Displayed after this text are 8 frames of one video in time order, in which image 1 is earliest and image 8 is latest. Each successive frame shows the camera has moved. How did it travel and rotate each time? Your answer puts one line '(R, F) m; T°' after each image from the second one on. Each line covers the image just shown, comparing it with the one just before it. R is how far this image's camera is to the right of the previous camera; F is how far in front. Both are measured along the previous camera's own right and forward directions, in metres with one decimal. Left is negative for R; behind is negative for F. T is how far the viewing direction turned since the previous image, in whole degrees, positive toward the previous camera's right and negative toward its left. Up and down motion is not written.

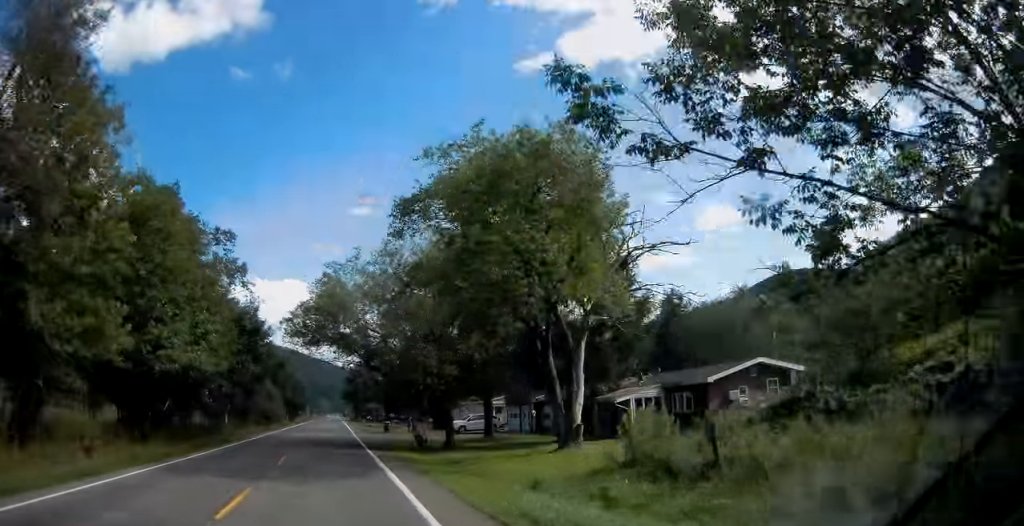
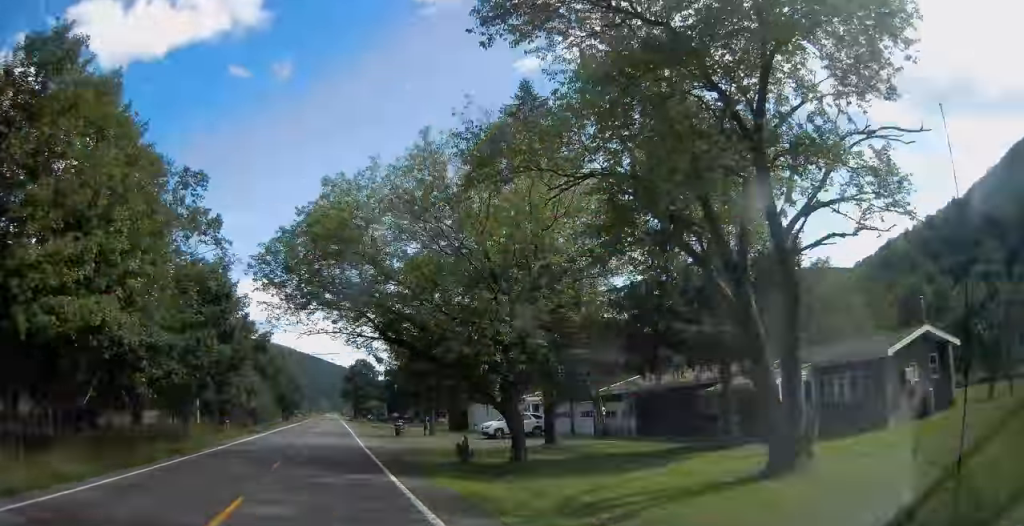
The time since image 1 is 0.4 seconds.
(+0.1, +11.4) m; 0°
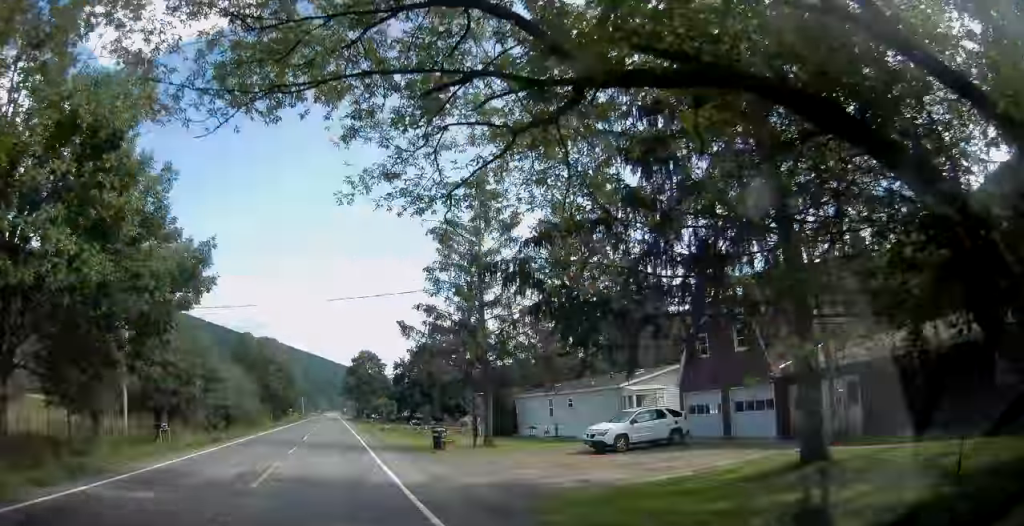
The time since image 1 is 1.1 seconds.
(0.0, +16.6) m; 0°
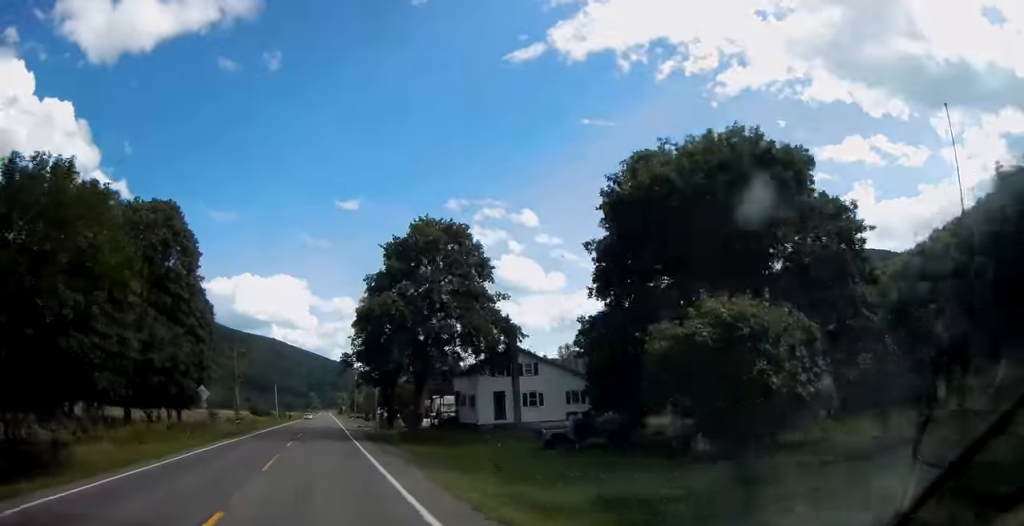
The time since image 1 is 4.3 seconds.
(+0.5, +84.0) m; +1°
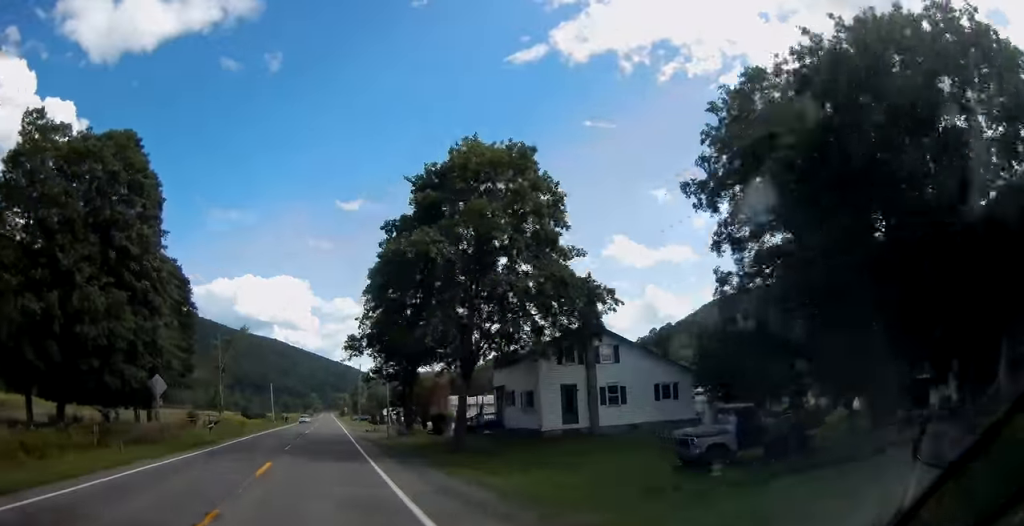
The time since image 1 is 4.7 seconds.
(-0.1, +12.2) m; 0°
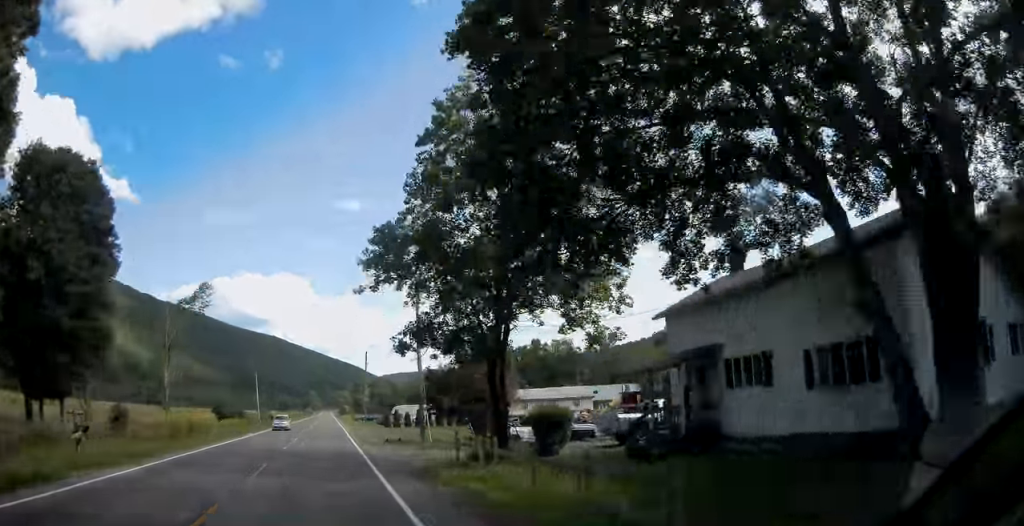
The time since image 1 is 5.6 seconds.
(0.0, +21.8) m; 0°
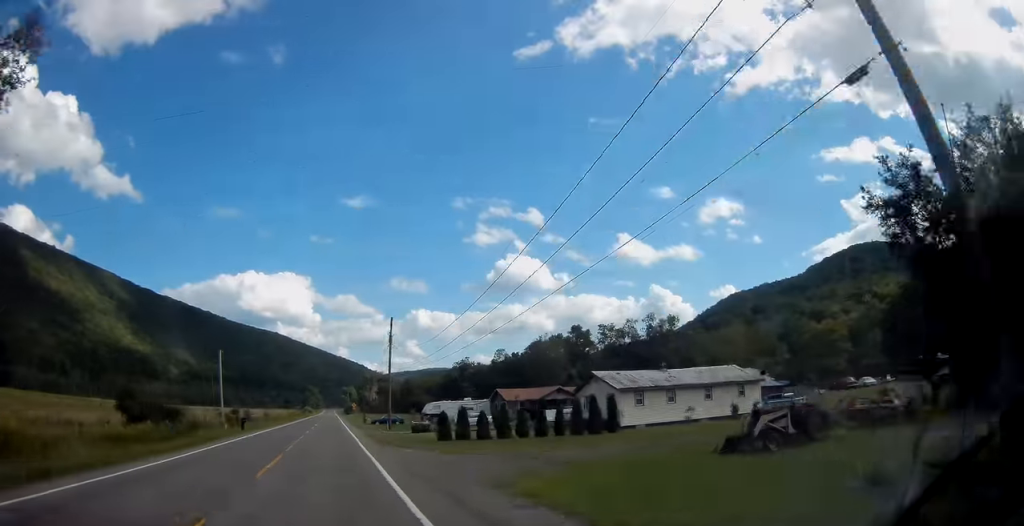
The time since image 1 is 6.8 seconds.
(0.0, +33.1) m; 0°
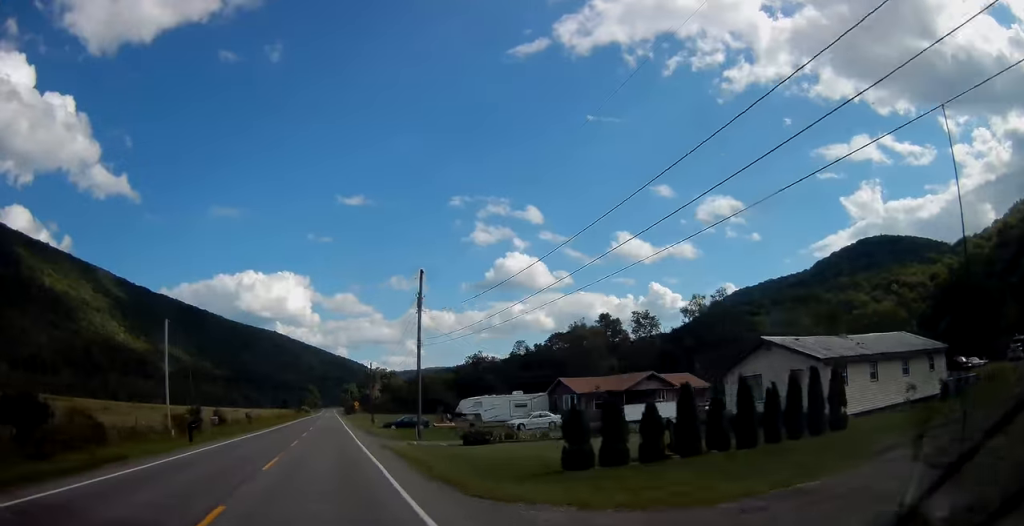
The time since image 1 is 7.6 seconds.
(0.0, +20.0) m; 0°
